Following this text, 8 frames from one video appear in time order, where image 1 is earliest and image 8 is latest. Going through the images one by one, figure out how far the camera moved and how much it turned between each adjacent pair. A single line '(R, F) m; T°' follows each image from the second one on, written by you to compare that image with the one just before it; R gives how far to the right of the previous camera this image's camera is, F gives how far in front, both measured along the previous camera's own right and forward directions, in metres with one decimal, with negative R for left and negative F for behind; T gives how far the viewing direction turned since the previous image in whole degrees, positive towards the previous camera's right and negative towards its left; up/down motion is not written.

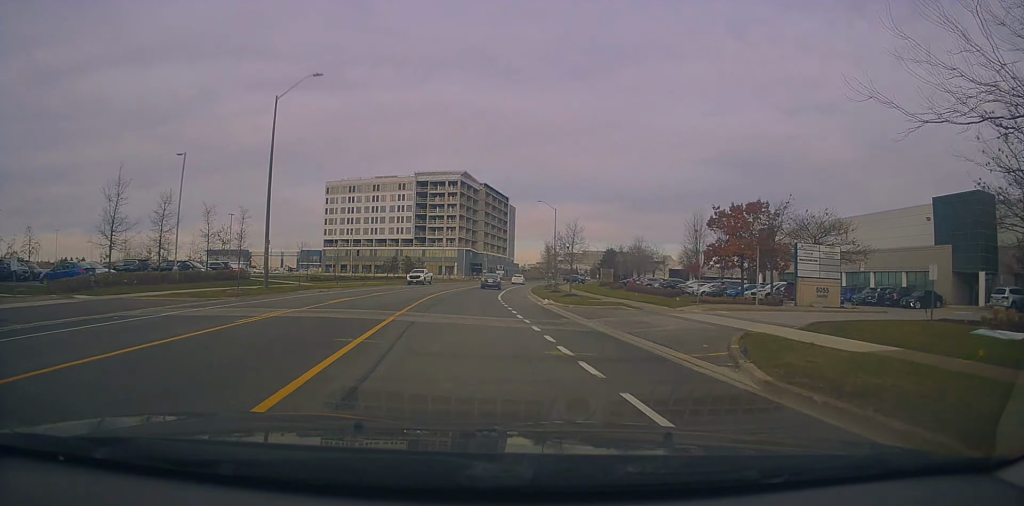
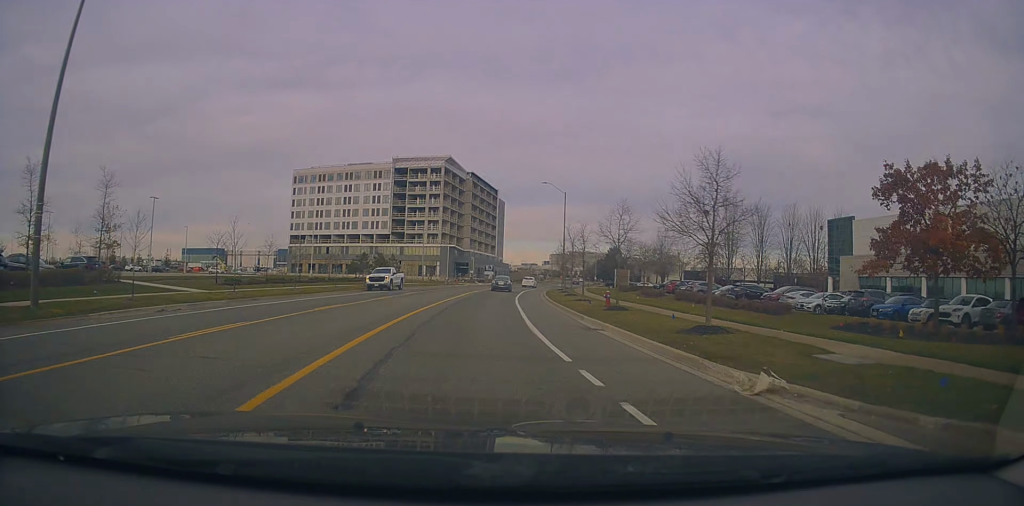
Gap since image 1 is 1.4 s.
(+0.3, +20.8) m; +1°
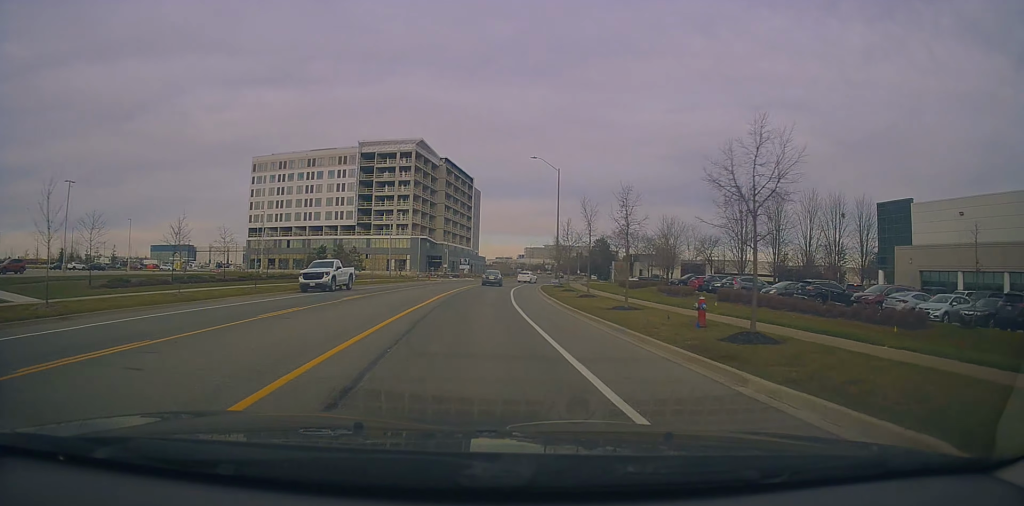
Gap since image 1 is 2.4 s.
(0.0, +13.4) m; +2°
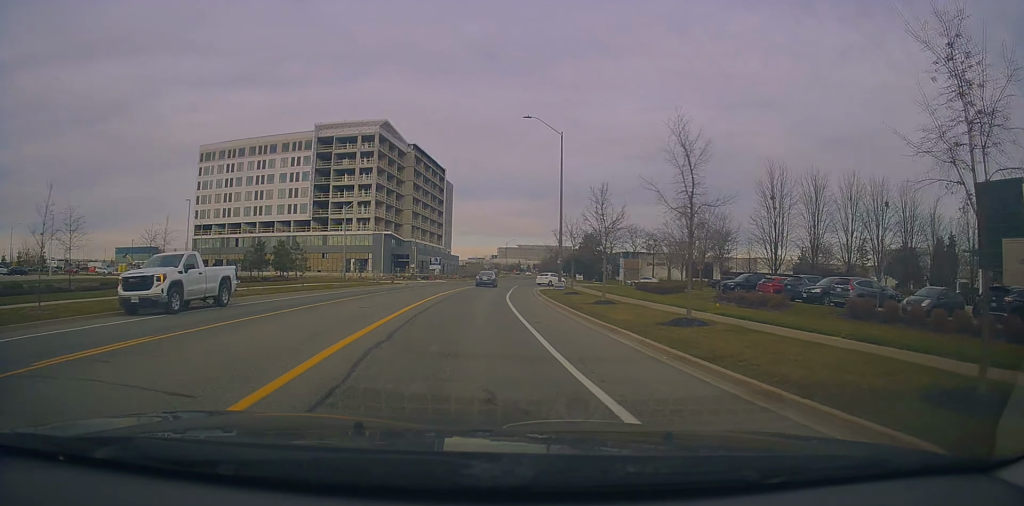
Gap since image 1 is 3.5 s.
(+0.7, +16.6) m; +5°
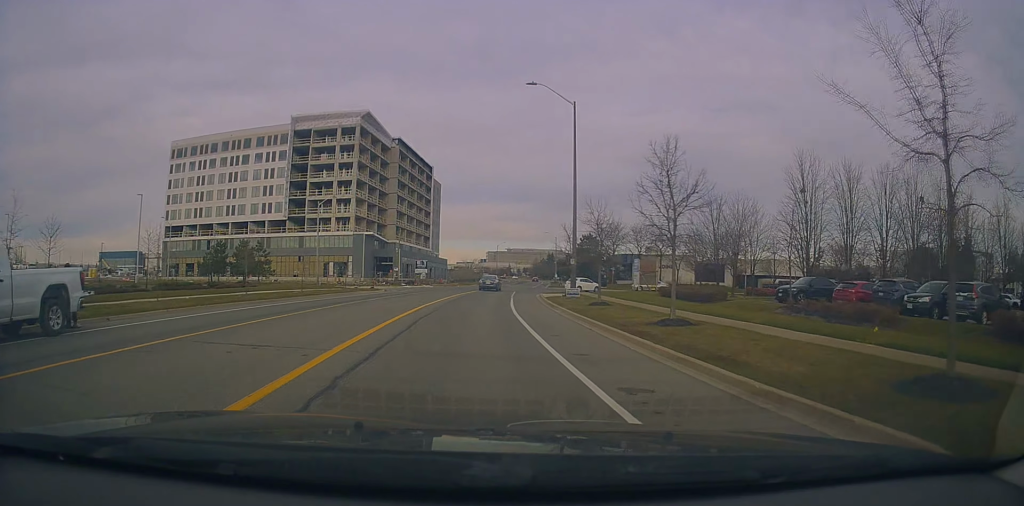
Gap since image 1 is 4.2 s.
(+0.2, +9.4) m; +2°
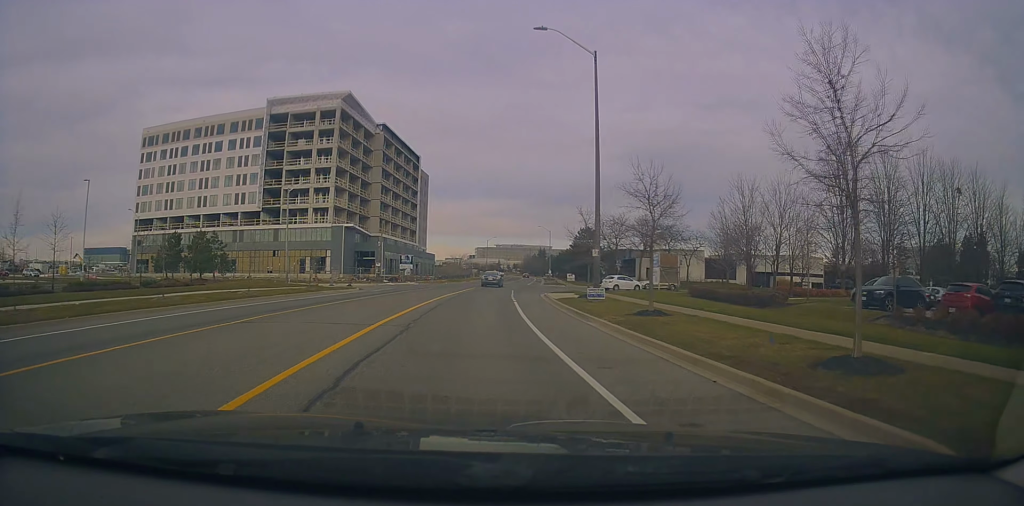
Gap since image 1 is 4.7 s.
(0.0, +8.1) m; +1°
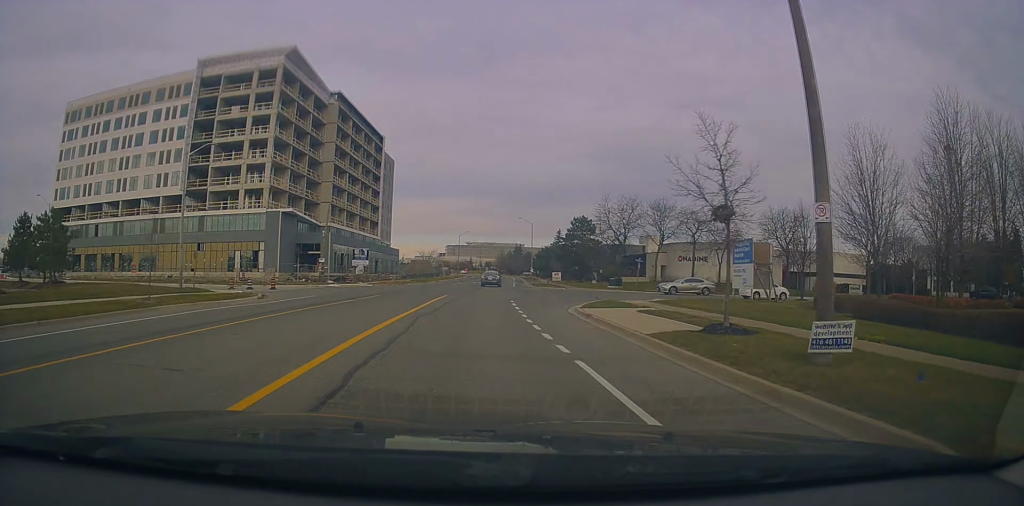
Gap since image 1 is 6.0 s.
(+0.3, +18.7) m; +1°
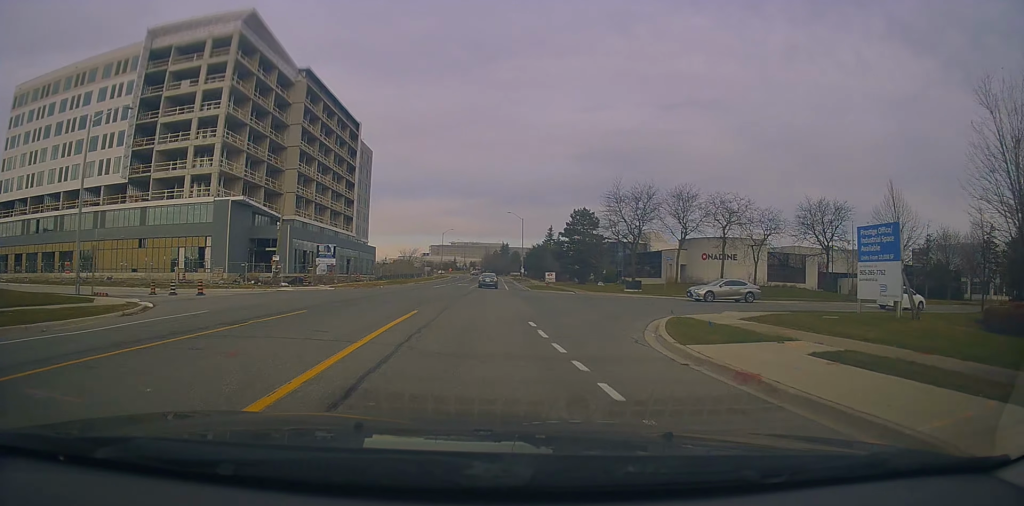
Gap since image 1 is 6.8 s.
(-0.1, +11.4) m; +1°
